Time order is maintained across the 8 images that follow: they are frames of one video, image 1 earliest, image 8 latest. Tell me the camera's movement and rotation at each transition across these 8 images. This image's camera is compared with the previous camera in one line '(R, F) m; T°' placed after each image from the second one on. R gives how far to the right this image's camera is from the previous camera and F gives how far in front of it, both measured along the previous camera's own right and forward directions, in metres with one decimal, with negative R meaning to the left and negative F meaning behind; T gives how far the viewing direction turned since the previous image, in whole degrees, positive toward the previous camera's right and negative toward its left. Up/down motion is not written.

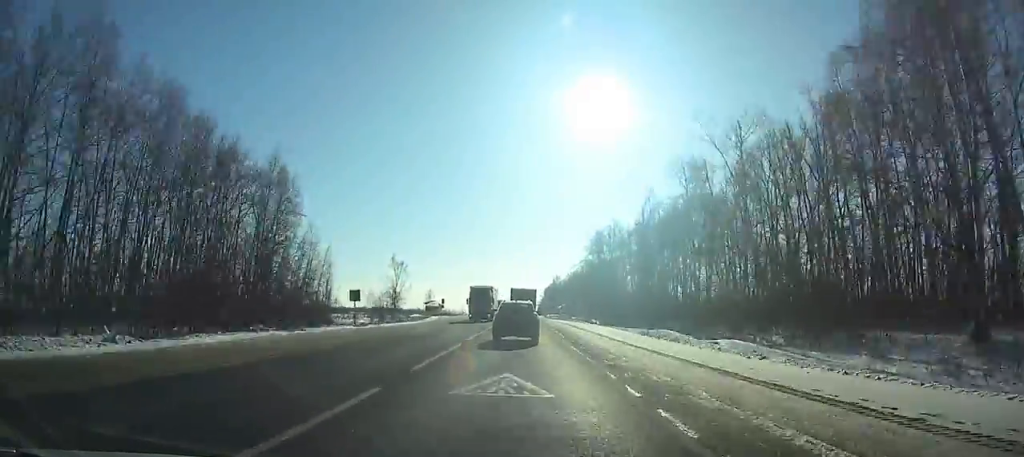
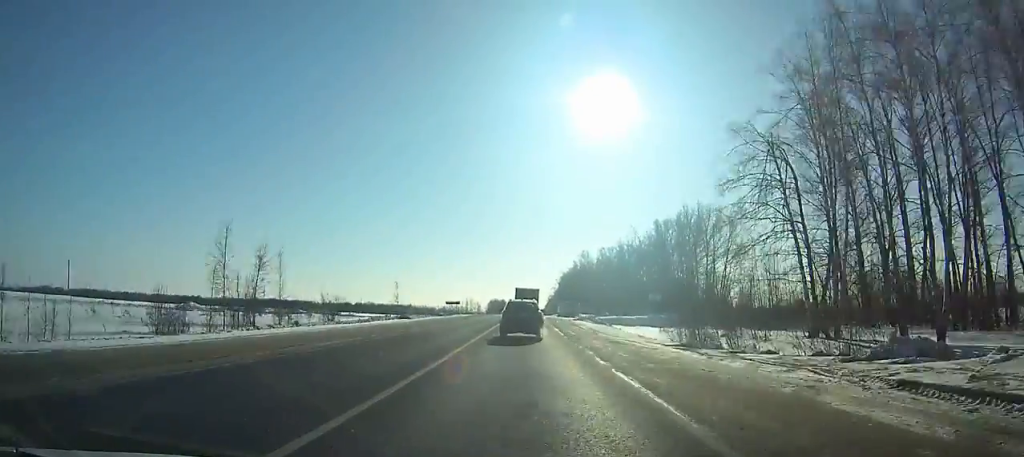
(-0.1, +131.2) m; 0°
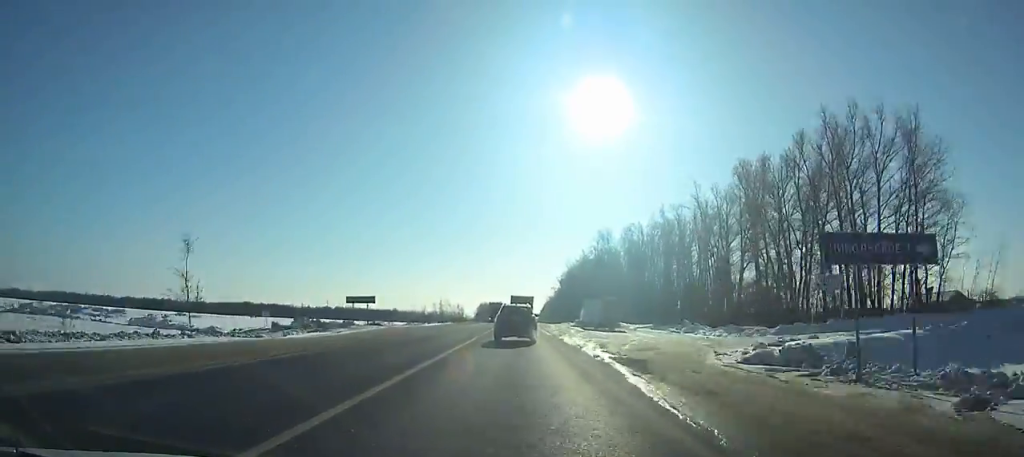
(-0.3, +67.0) m; 0°
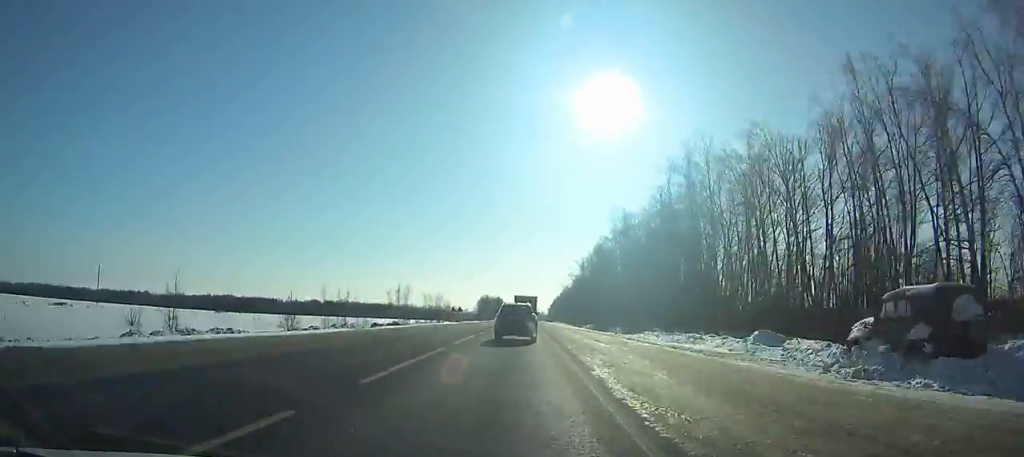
(-0.1, +73.9) m; 0°
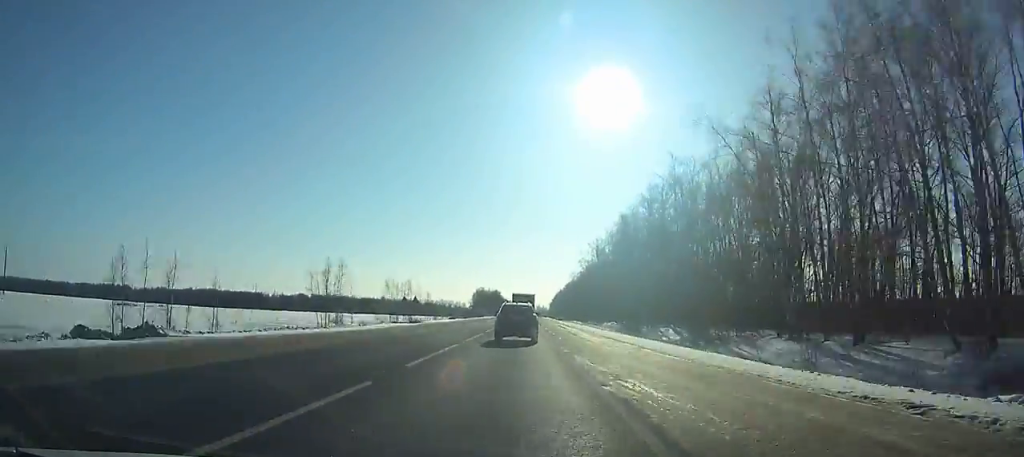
(0.0, +44.5) m; 0°
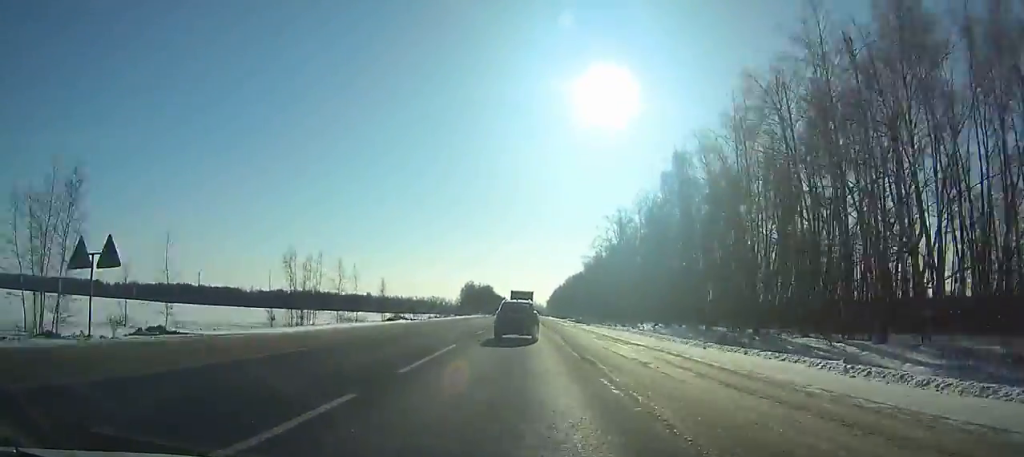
(0.0, +49.1) m; 0°
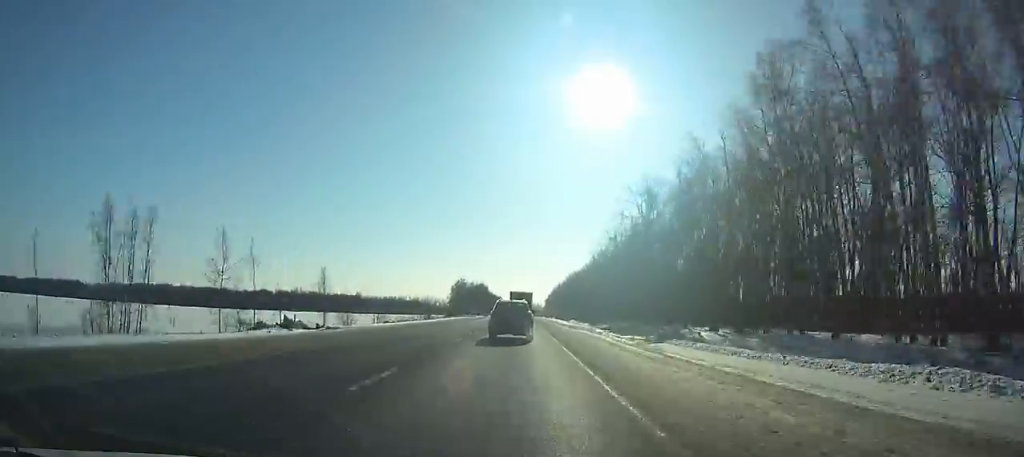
(0.0, +32.8) m; 0°
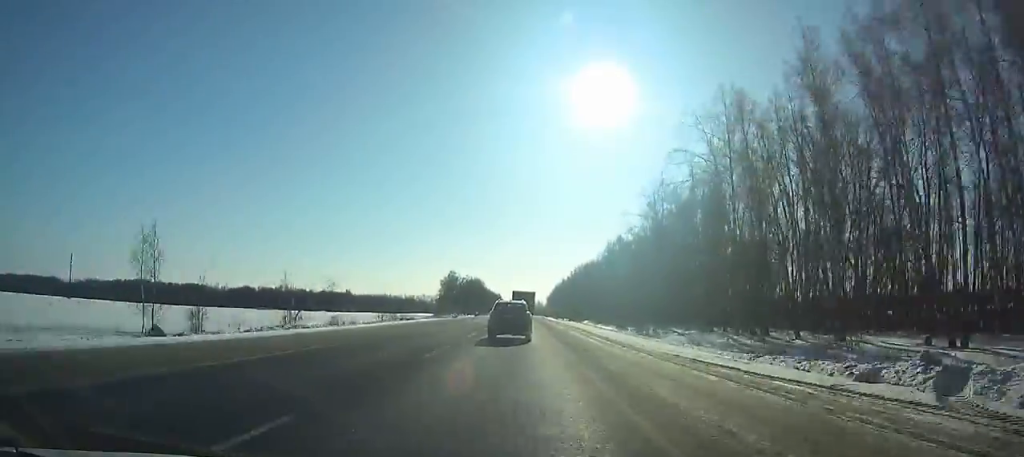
(+0.1, +41.3) m; 0°
